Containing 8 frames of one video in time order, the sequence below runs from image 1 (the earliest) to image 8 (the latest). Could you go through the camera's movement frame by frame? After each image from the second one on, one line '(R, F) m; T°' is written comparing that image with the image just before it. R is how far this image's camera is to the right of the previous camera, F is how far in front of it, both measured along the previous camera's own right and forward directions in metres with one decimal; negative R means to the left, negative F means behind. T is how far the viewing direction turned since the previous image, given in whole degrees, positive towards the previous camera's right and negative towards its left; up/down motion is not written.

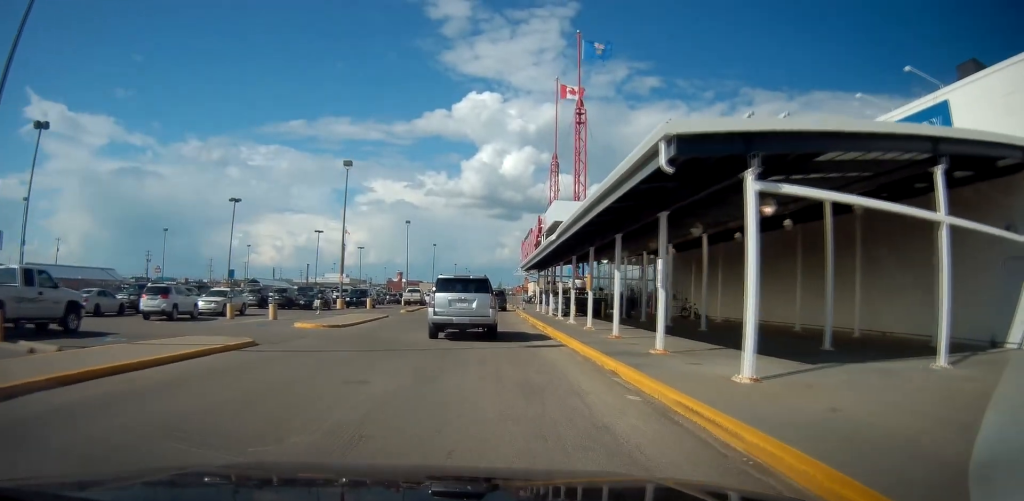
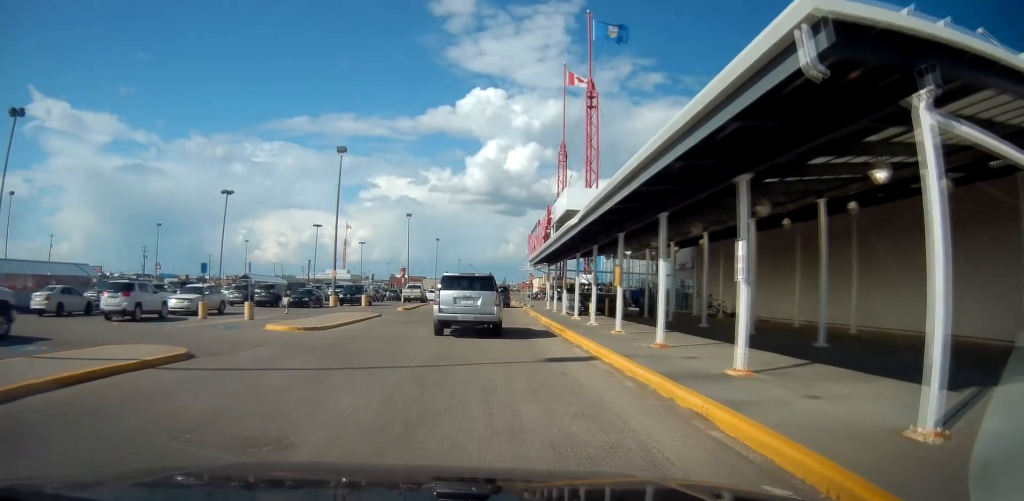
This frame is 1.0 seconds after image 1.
(0.0, +3.7) m; 0°
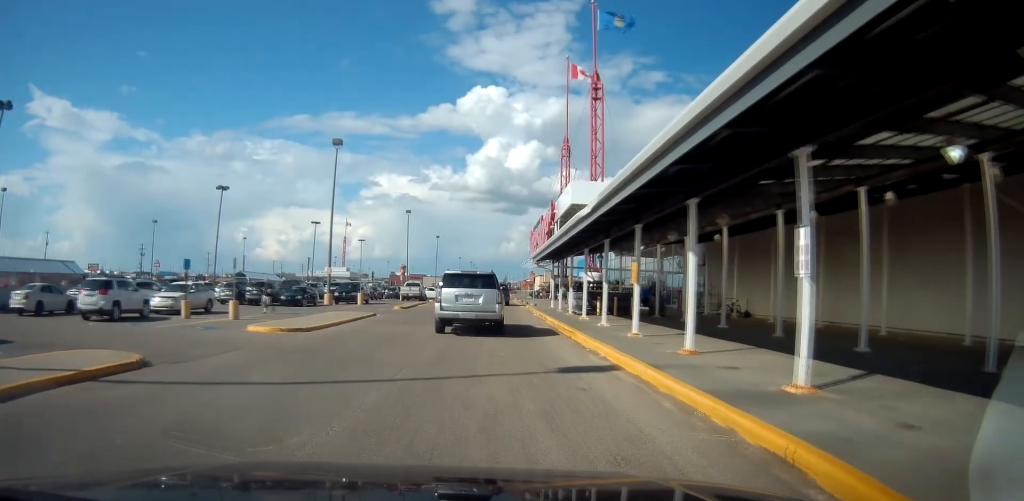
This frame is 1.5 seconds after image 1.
(0.0, +1.7) m; 0°
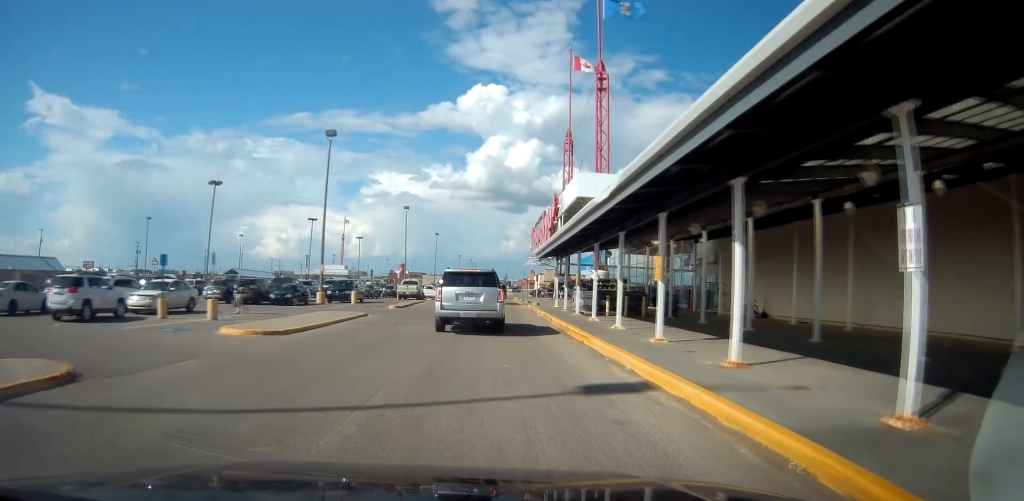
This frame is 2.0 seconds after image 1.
(0.0, +2.0) m; 0°
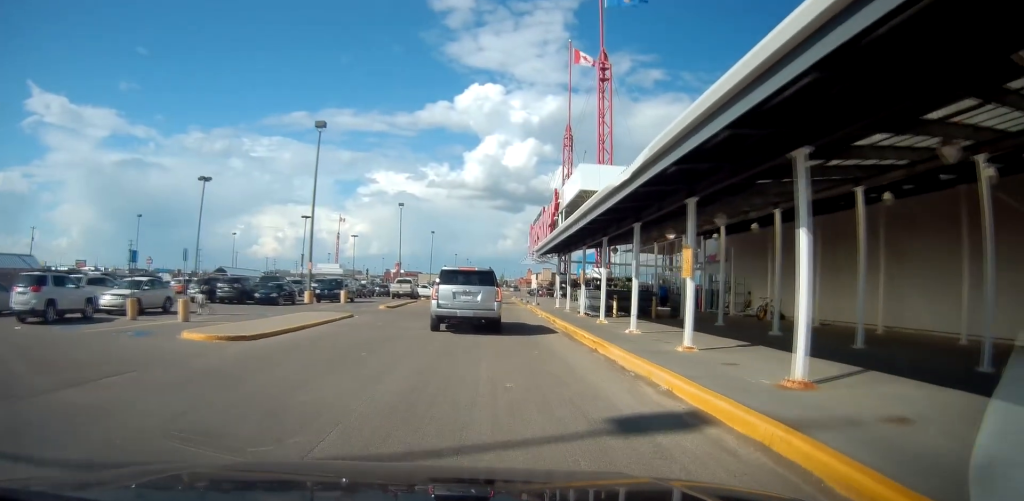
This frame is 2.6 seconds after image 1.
(0.0, +2.1) m; +1°
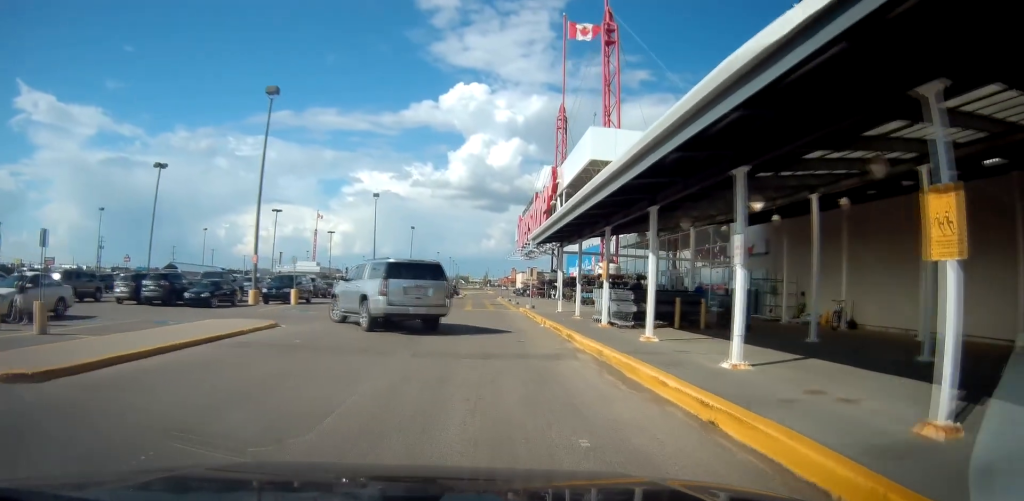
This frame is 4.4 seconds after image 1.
(+0.2, +7.2) m; +2°
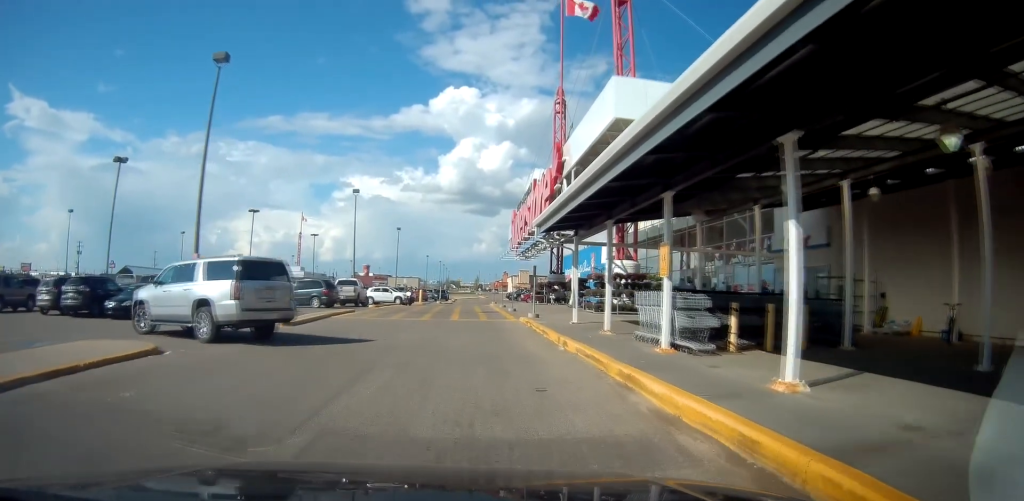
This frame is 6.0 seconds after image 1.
(0.0, +6.2) m; 0°
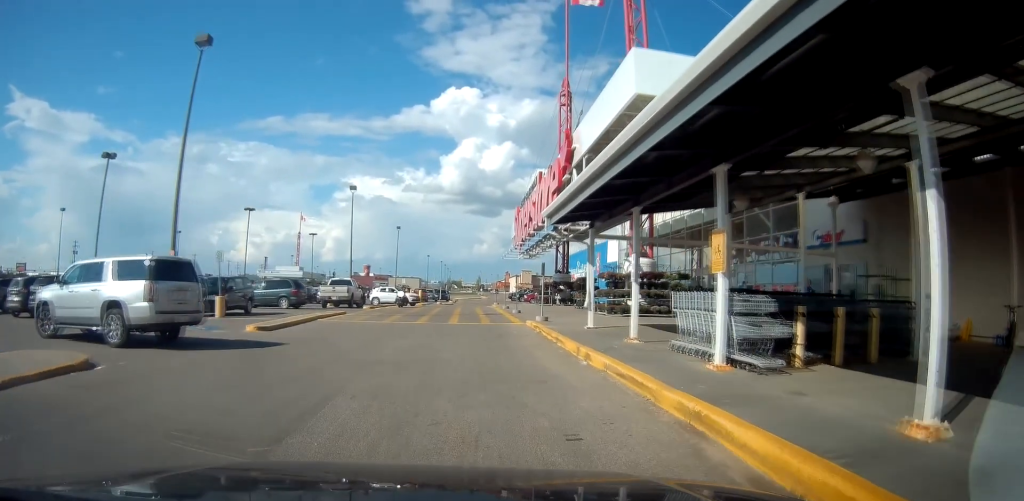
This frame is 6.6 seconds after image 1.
(0.0, +2.3) m; 0°
